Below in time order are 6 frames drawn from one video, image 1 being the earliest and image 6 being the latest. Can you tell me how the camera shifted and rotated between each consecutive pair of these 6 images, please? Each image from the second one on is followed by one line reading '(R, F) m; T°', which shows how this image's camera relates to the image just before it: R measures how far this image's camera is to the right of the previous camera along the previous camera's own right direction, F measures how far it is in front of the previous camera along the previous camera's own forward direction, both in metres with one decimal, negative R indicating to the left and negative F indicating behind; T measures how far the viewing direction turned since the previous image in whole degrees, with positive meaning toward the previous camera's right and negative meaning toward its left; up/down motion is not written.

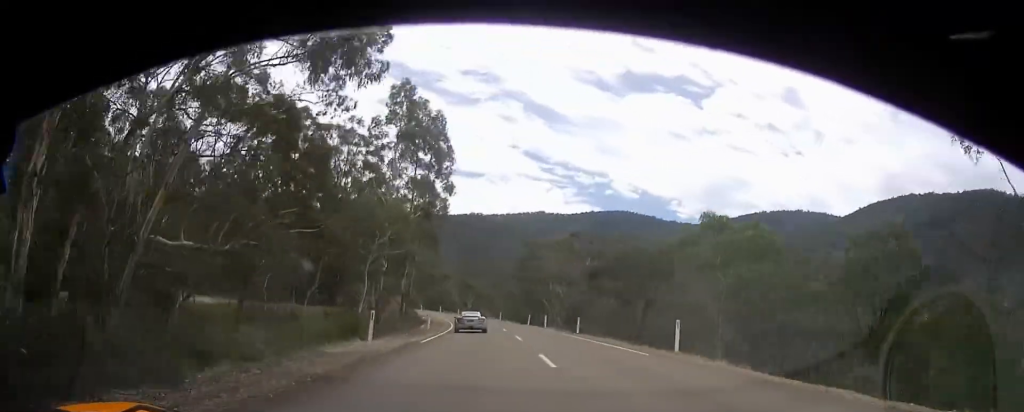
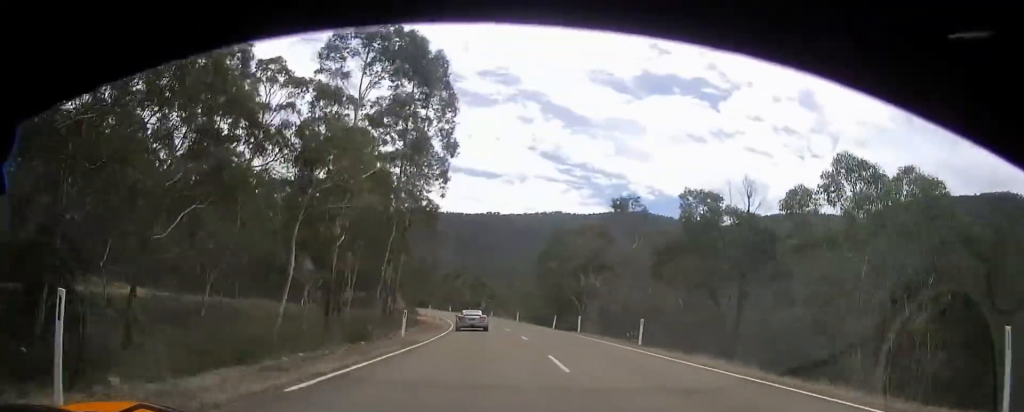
(-0.3, +13.3) m; -2°
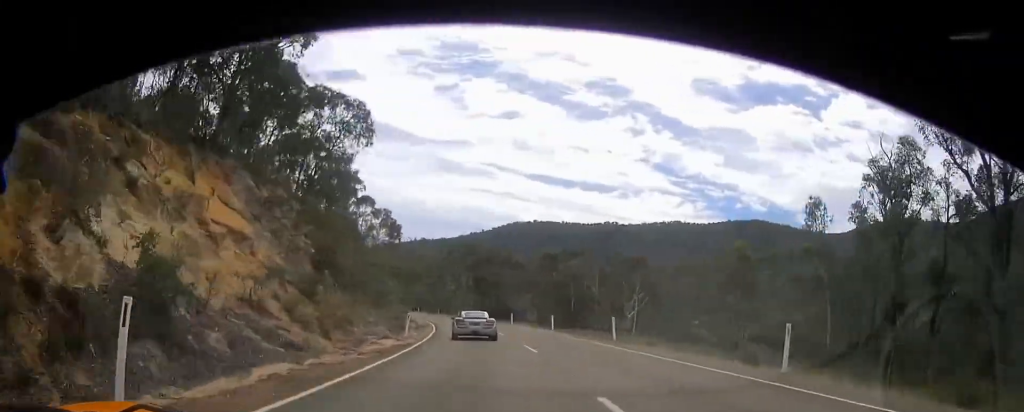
(-5.1, +64.4) m; -11°
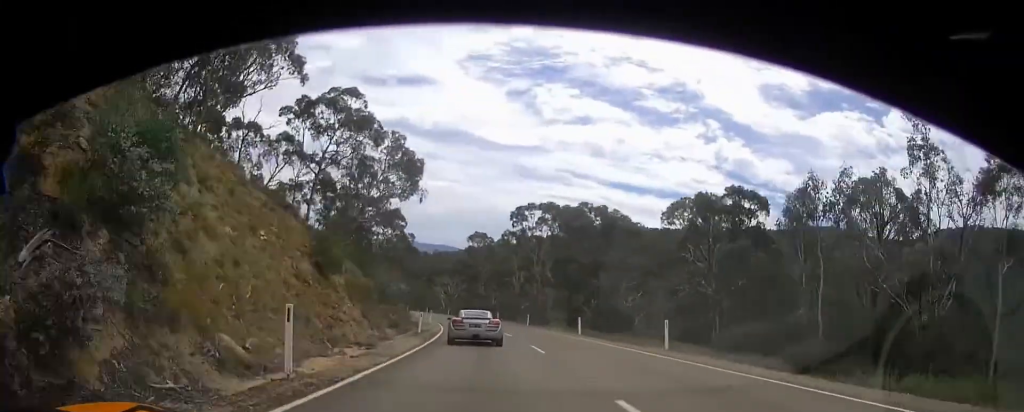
(-2.8, +36.0) m; -8°
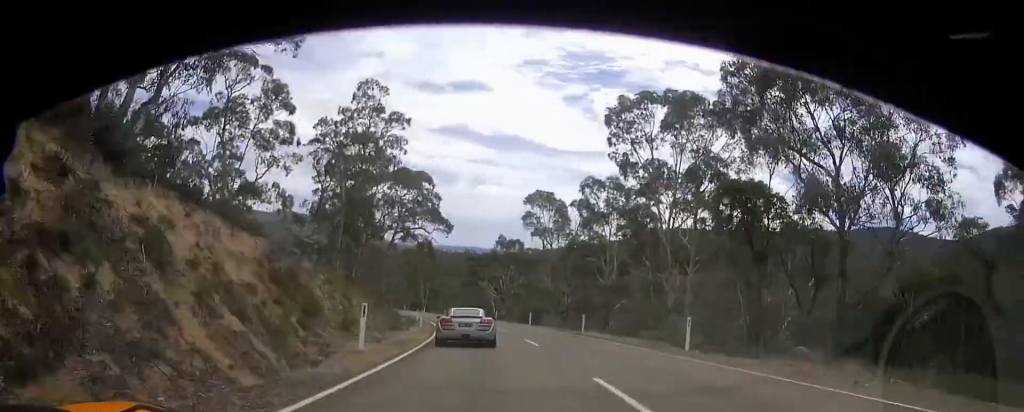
(-1.9, +34.3) m; -7°
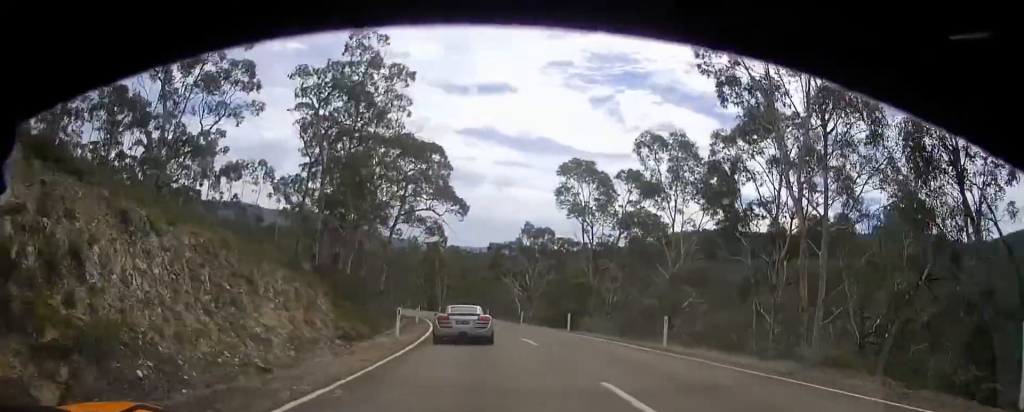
(-0.4, +13.3) m; -3°
